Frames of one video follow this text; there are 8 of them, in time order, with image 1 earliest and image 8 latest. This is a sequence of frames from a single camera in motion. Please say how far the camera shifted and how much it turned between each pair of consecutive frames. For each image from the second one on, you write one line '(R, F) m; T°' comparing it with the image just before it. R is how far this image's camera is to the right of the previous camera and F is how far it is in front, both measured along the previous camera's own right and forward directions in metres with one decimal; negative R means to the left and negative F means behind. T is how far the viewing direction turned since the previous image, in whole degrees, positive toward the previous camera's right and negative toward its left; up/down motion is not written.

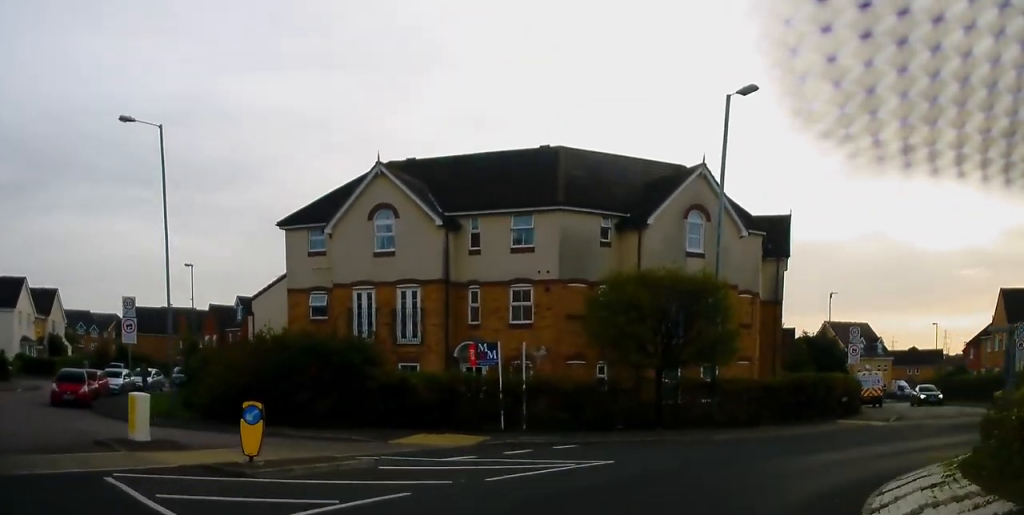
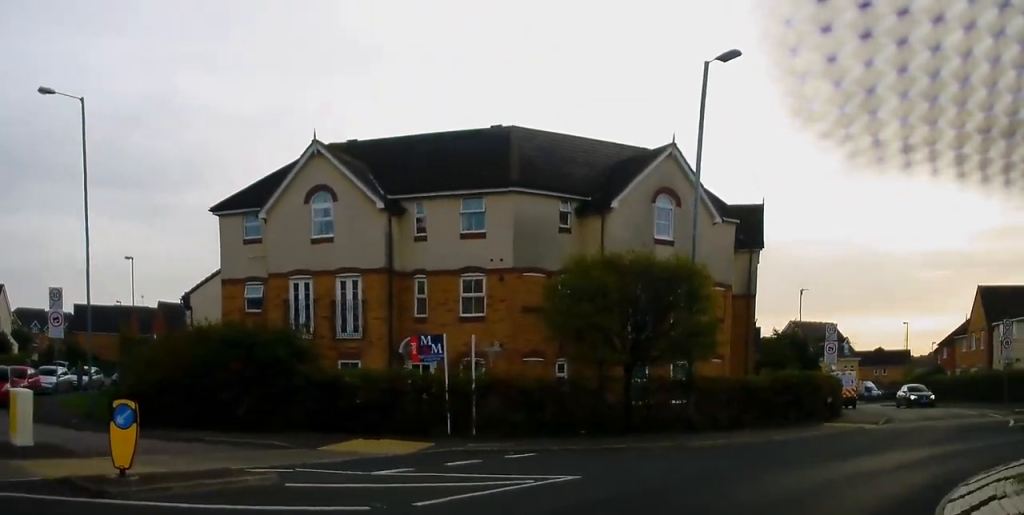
(+0.1, +2.5) m; +4°
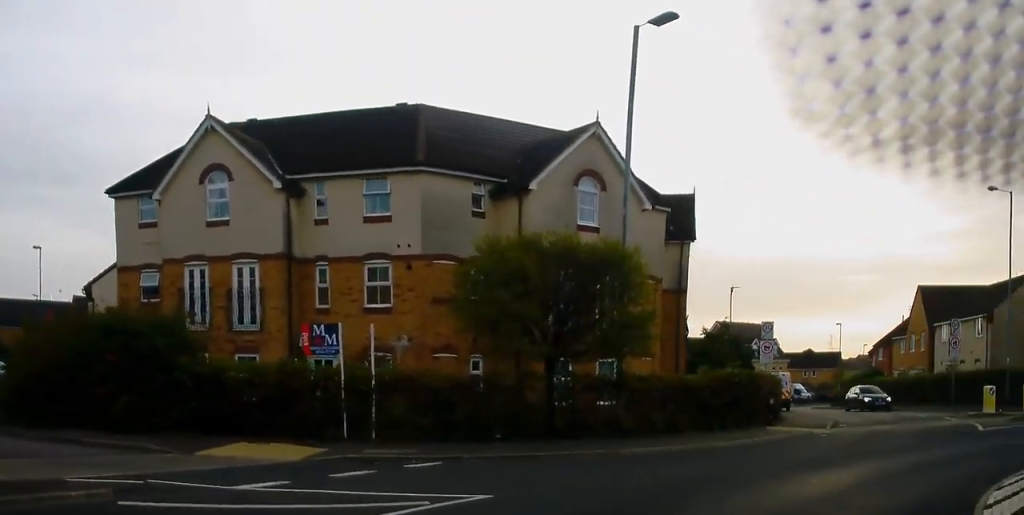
(0.0, +2.3) m; +6°
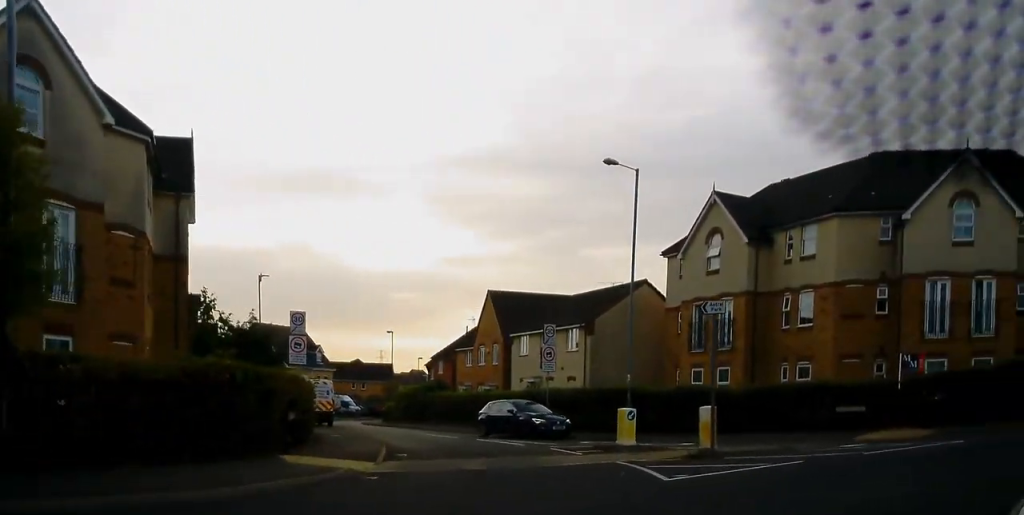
(+1.7, +8.2) m; +31°
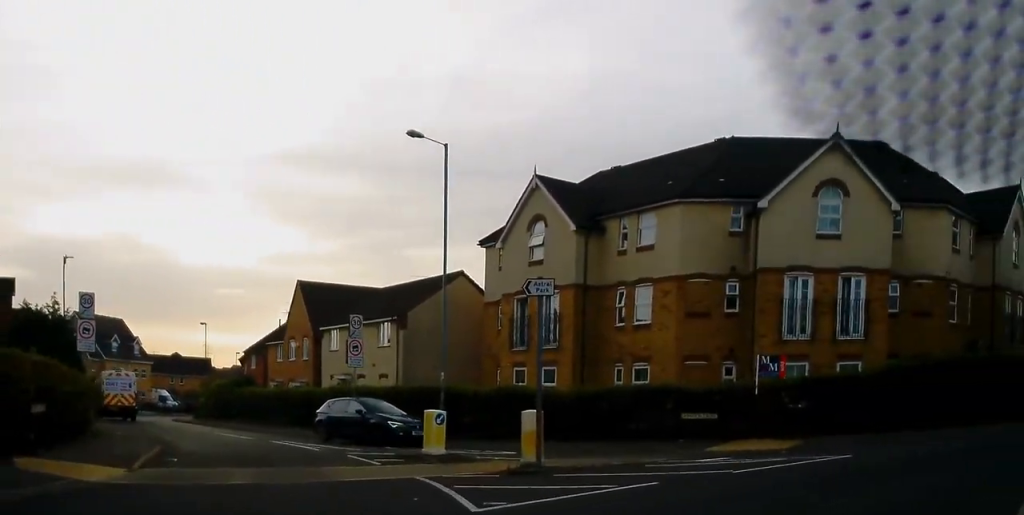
(+0.6, +3.2) m; +12°
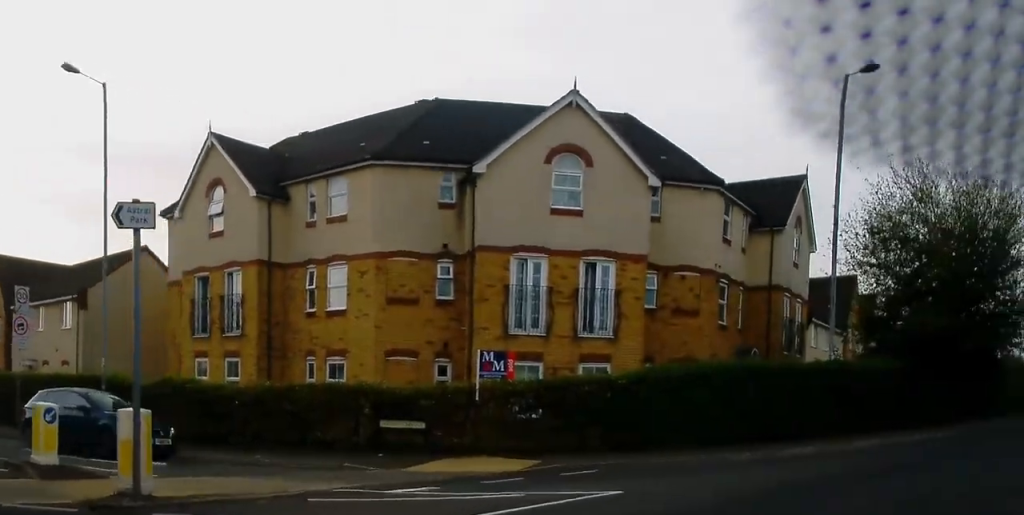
(+0.8, +4.8) m; +18°
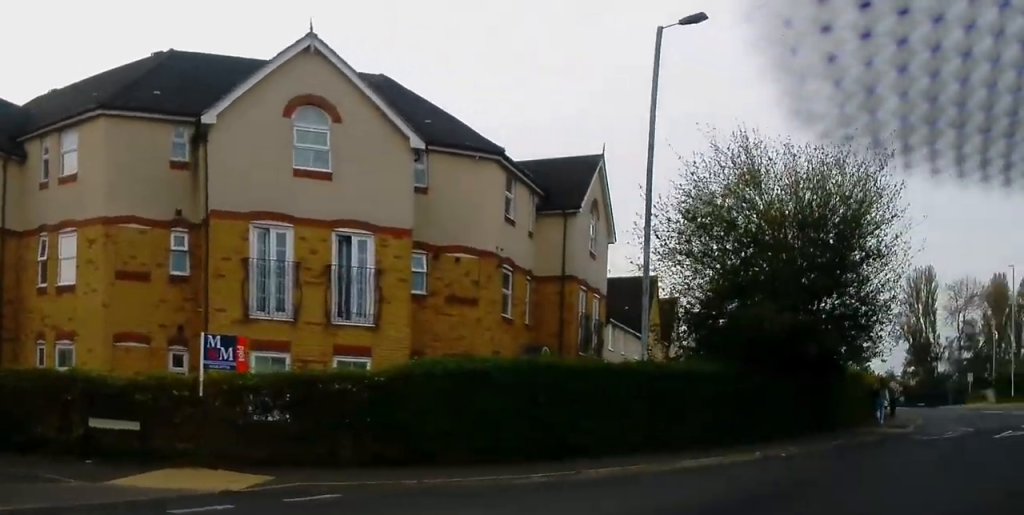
(+0.3, +3.7) m; +14°
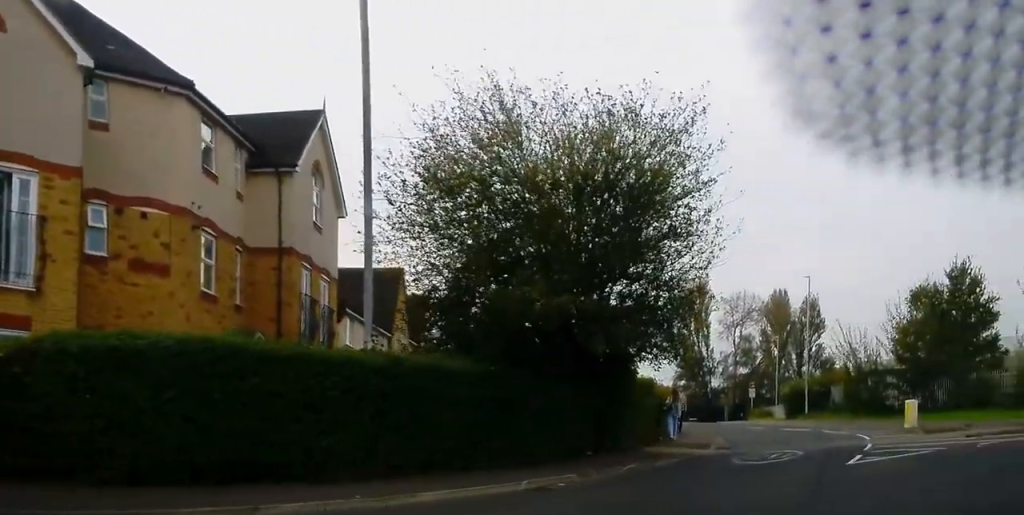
(+0.6, +4.4) m; +16°
